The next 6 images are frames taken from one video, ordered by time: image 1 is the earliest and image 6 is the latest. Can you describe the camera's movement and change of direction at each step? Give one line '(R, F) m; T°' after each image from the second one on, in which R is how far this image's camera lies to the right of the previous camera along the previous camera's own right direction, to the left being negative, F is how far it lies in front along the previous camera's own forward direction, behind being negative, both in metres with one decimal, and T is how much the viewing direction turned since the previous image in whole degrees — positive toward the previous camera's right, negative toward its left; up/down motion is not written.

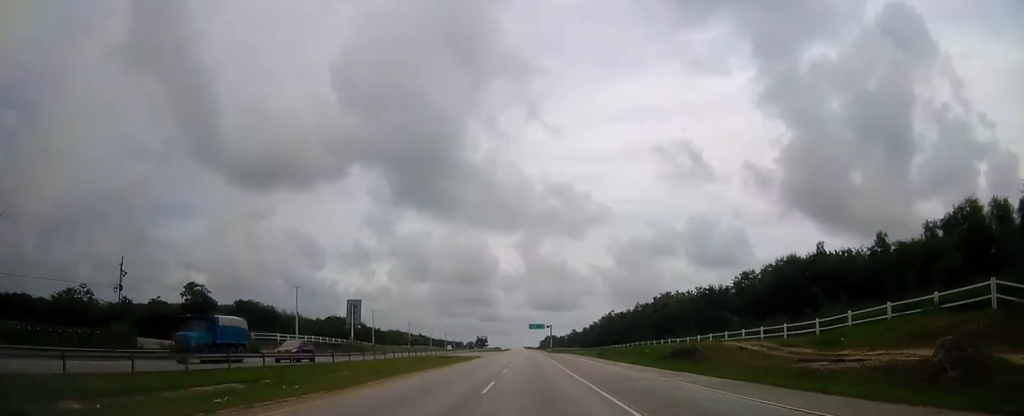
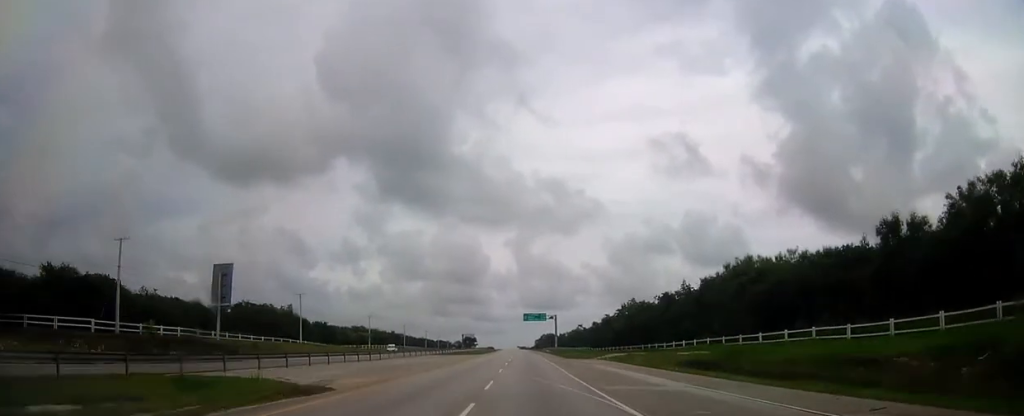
(0.0, +55.9) m; 0°
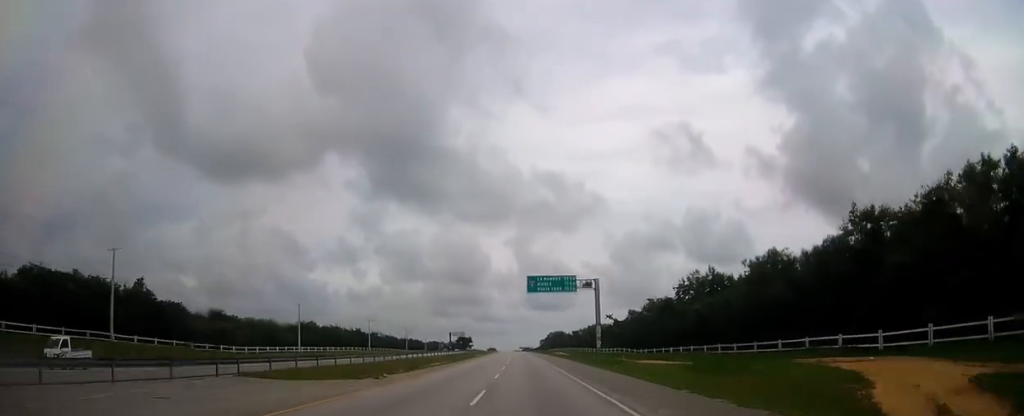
(+0.1, +65.2) m; 0°
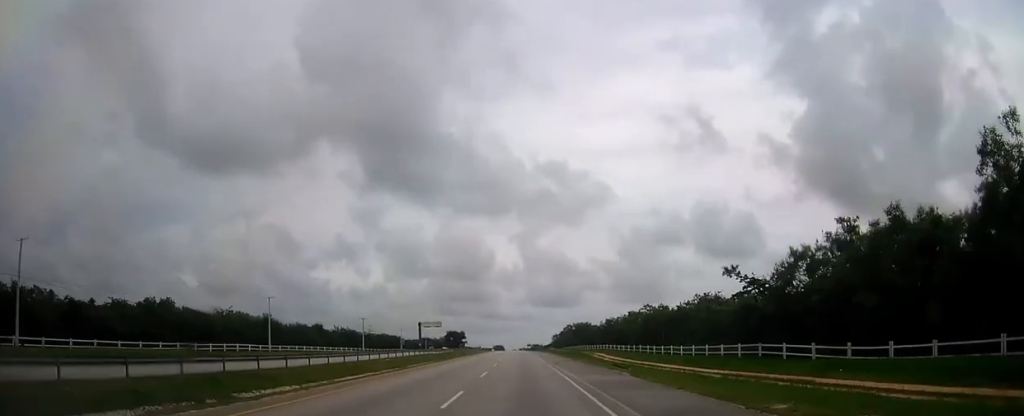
(-0.4, +84.8) m; -1°
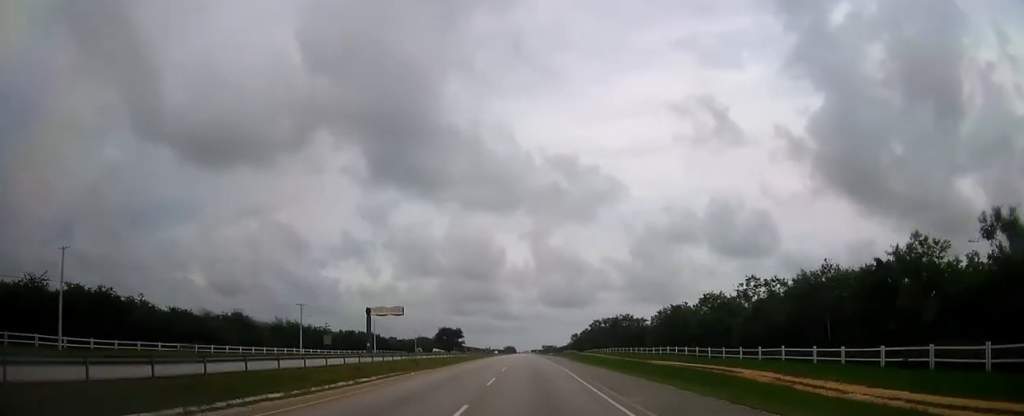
(-0.5, +63.3) m; -1°
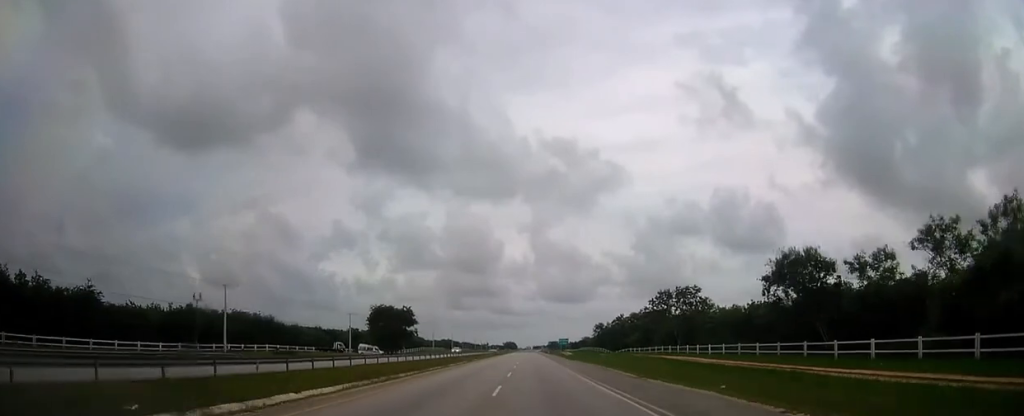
(-0.4, +100.3) m; 0°
